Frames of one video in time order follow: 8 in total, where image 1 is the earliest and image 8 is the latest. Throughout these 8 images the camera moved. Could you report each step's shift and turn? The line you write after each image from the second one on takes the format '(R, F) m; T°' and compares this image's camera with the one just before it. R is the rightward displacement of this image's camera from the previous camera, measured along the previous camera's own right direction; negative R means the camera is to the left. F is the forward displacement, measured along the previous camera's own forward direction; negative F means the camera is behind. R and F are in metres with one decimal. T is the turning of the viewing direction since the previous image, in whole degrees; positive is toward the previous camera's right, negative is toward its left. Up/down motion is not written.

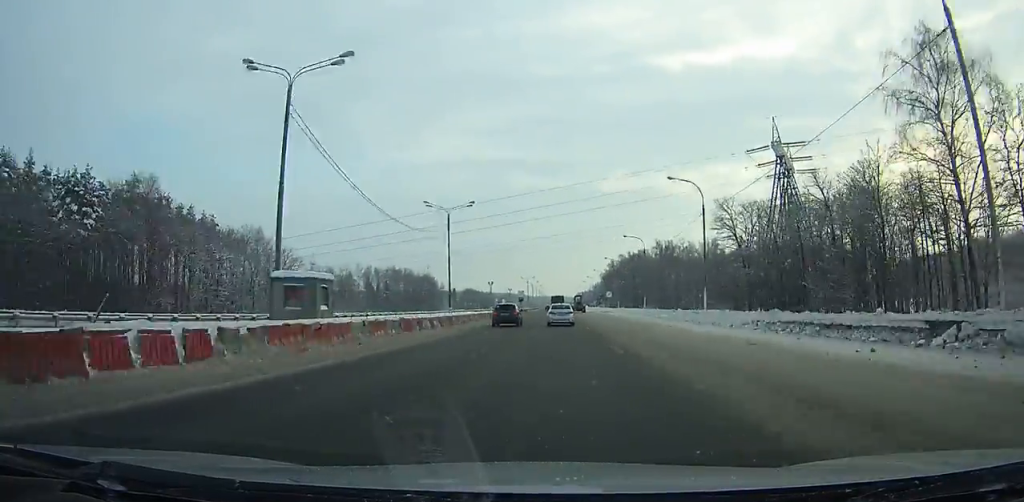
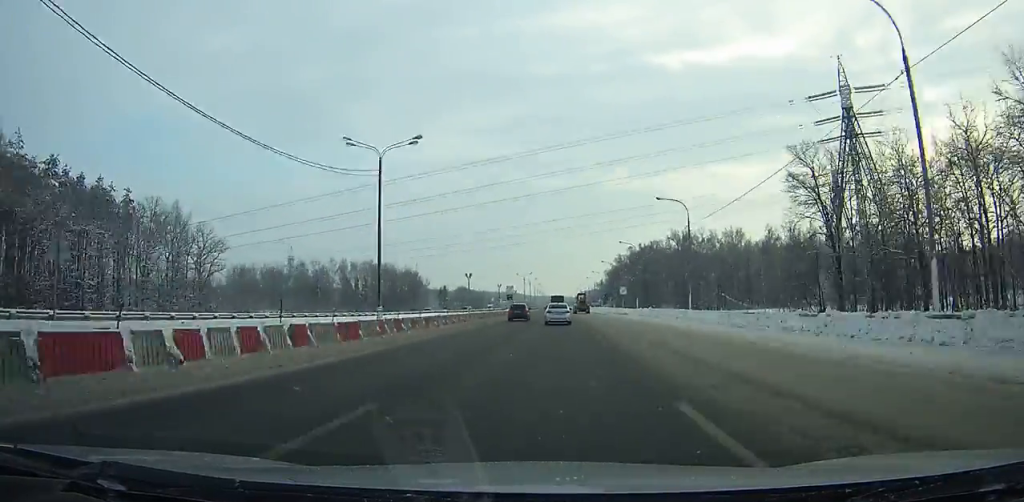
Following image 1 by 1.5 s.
(0.0, +28.8) m; 0°
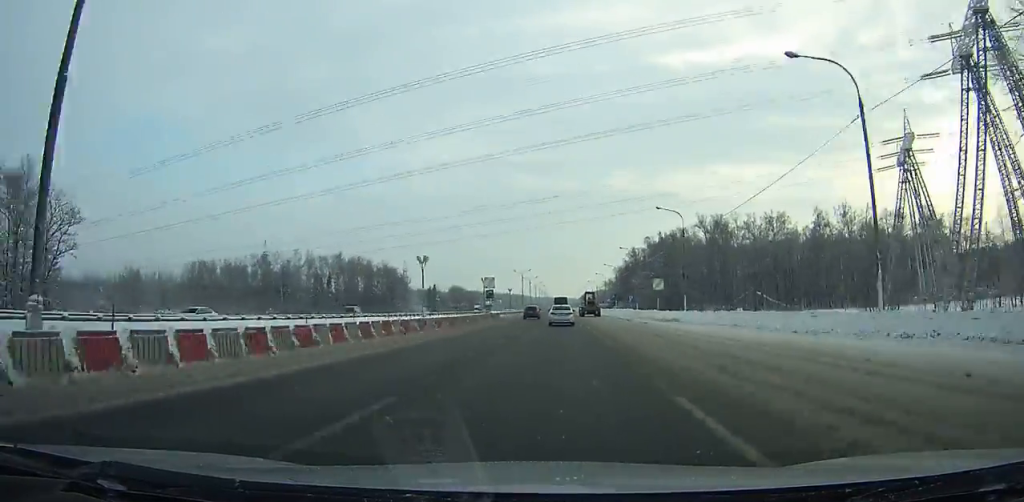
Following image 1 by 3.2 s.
(-0.1, +32.8) m; 0°
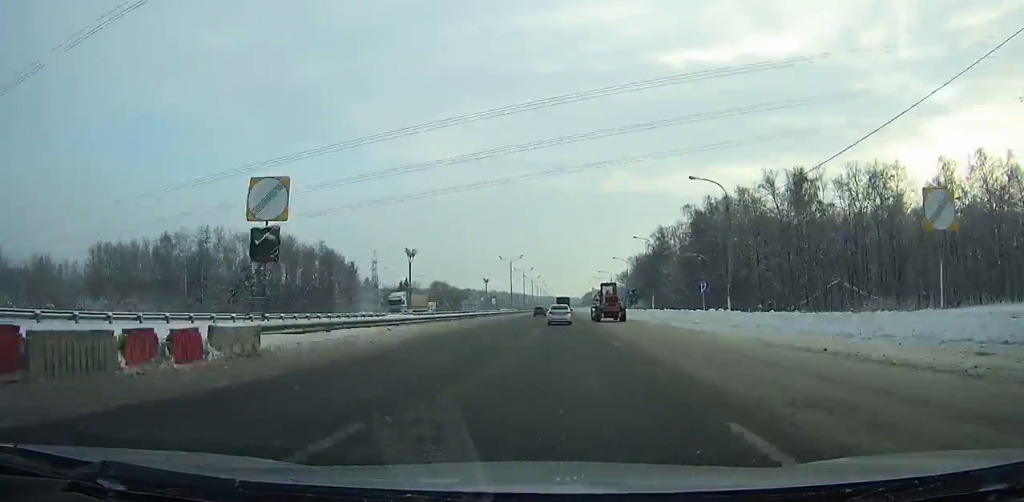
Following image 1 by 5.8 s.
(-0.1, +50.7) m; 0°
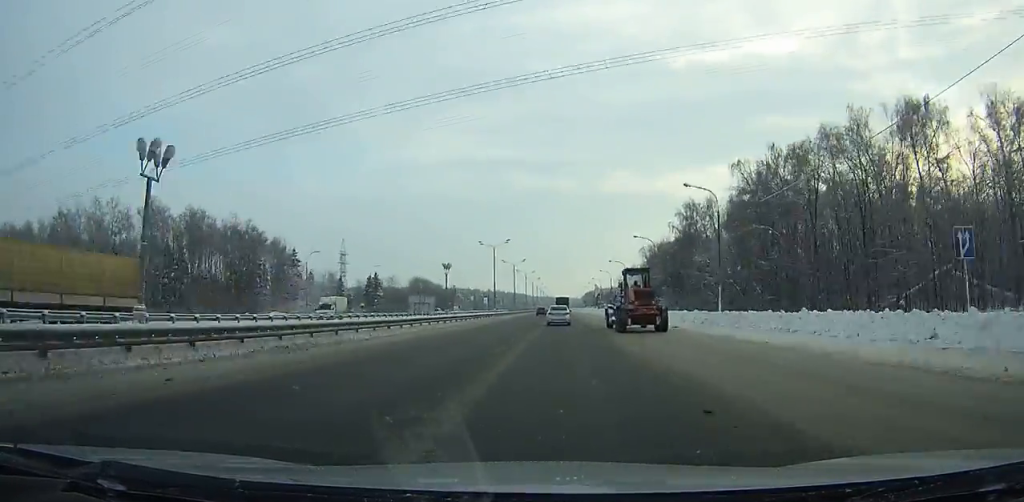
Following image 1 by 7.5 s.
(0.0, +33.5) m; 0°
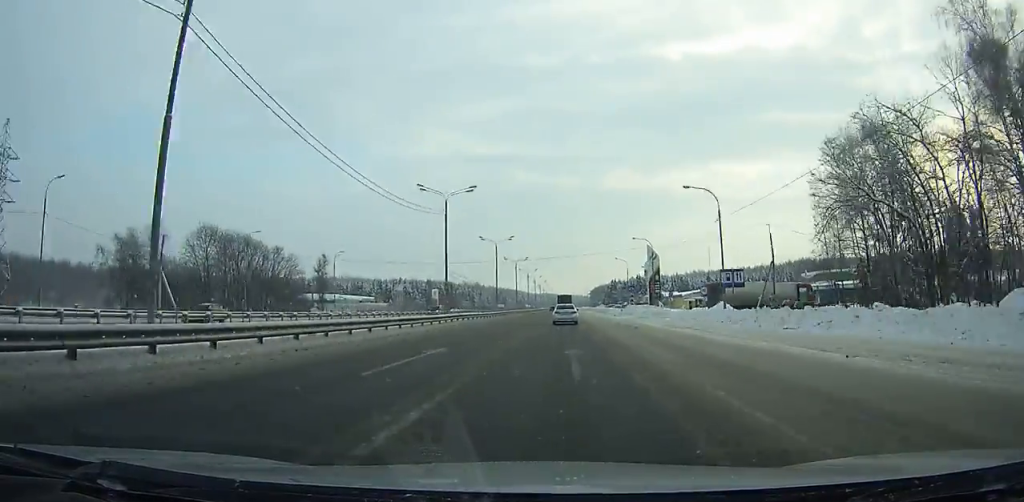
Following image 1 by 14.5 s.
(+0.2, +140.4) m; 0°
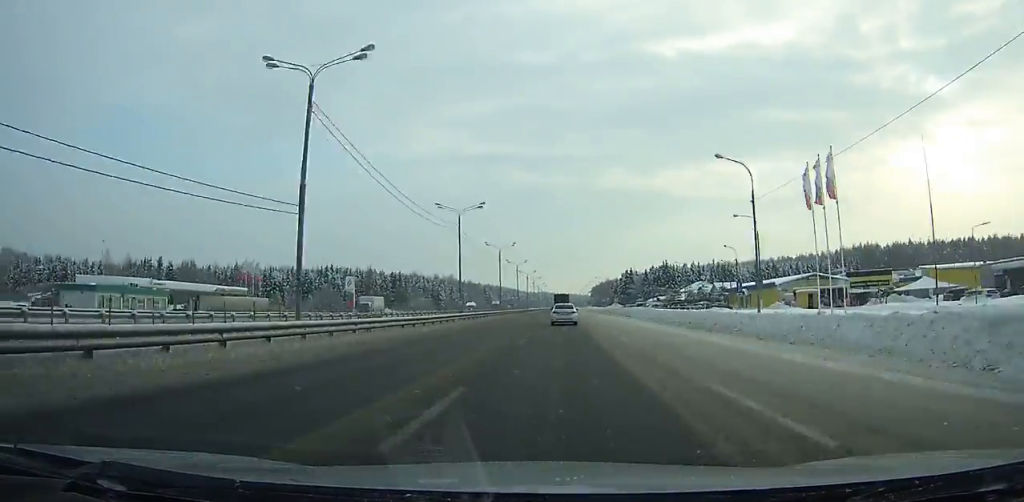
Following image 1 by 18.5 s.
(+0.1, +80.9) m; 0°
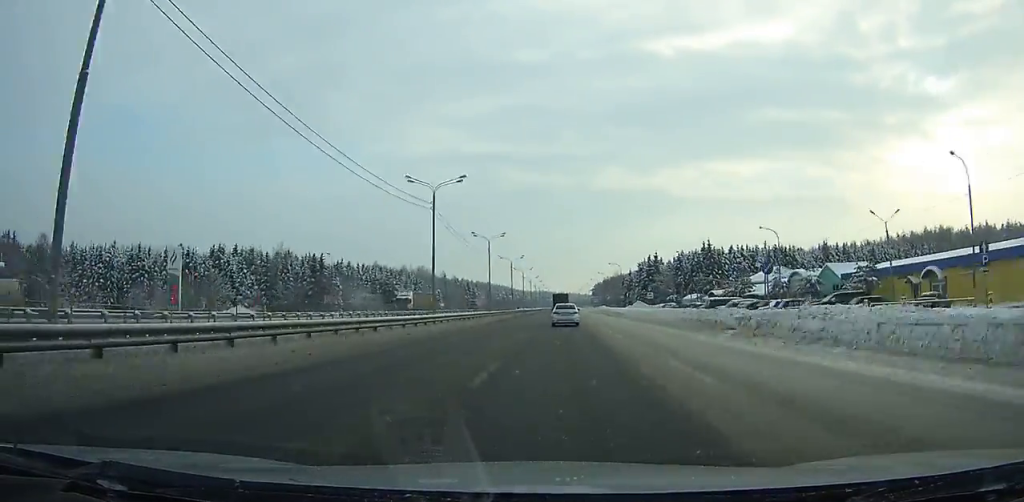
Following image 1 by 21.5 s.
(+0.1, +60.7) m; 0°
